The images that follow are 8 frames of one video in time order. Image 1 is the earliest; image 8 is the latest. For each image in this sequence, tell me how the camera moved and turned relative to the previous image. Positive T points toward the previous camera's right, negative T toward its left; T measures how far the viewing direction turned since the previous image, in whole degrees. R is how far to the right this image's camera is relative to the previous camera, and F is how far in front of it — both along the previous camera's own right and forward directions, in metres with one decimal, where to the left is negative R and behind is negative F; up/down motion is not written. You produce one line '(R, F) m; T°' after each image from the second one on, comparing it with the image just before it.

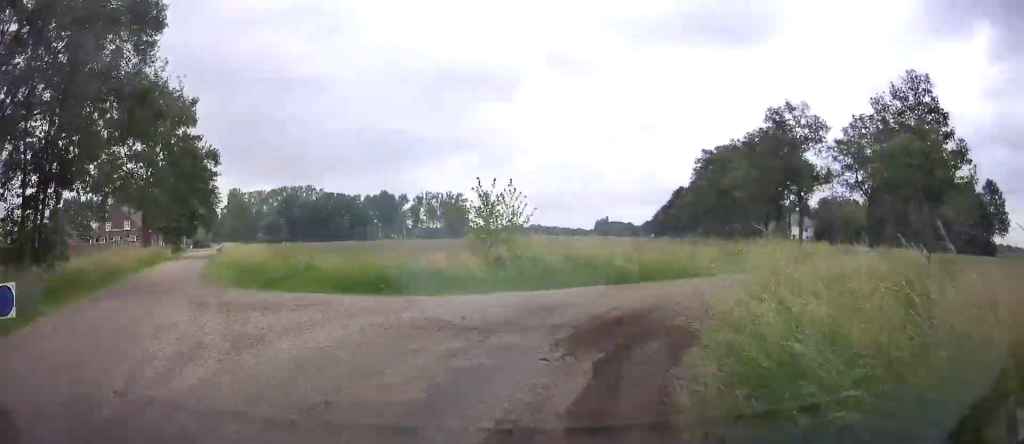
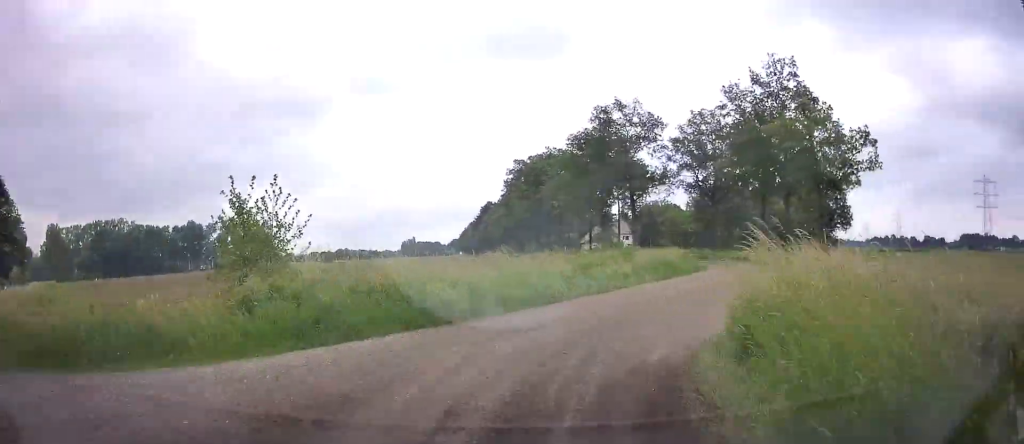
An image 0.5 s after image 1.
(+1.0, +6.6) m; +14°
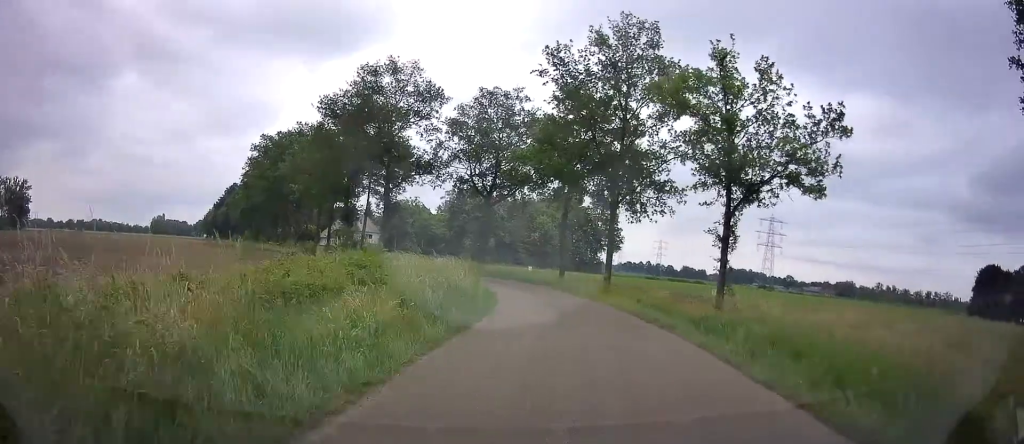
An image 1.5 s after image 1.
(+2.7, +10.9) m; +22°
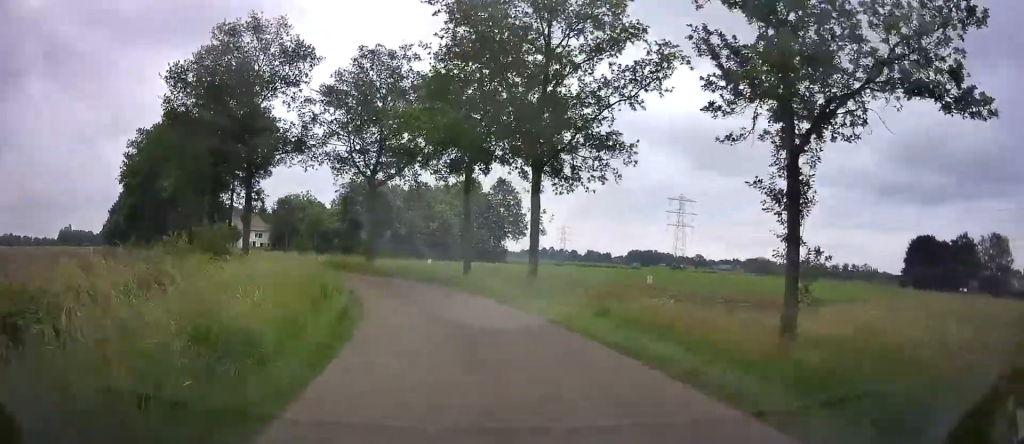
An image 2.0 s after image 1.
(+1.2, +7.2) m; +6°
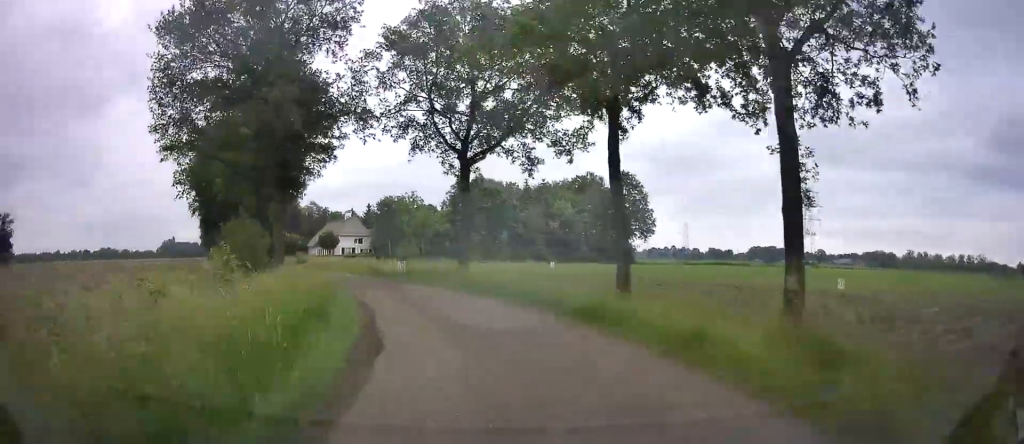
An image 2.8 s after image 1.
(+0.1, +10.6) m; -1°
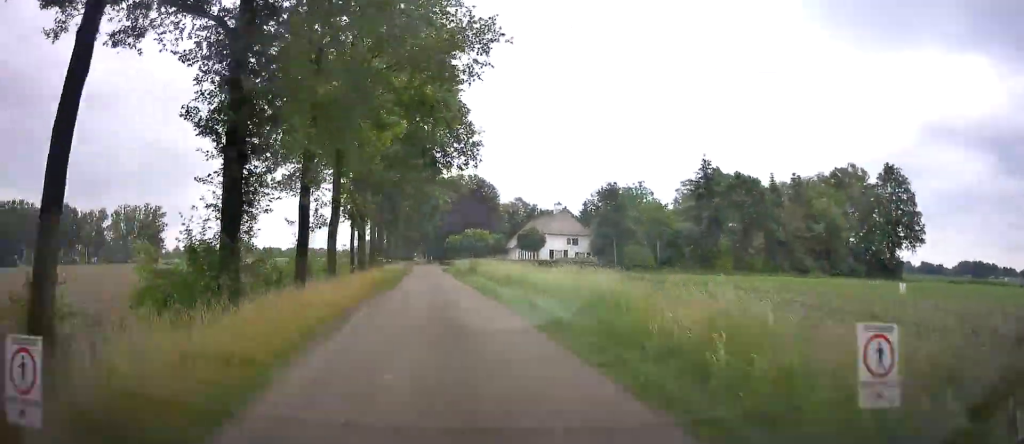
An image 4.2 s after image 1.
(-1.6, +24.6) m; -19°
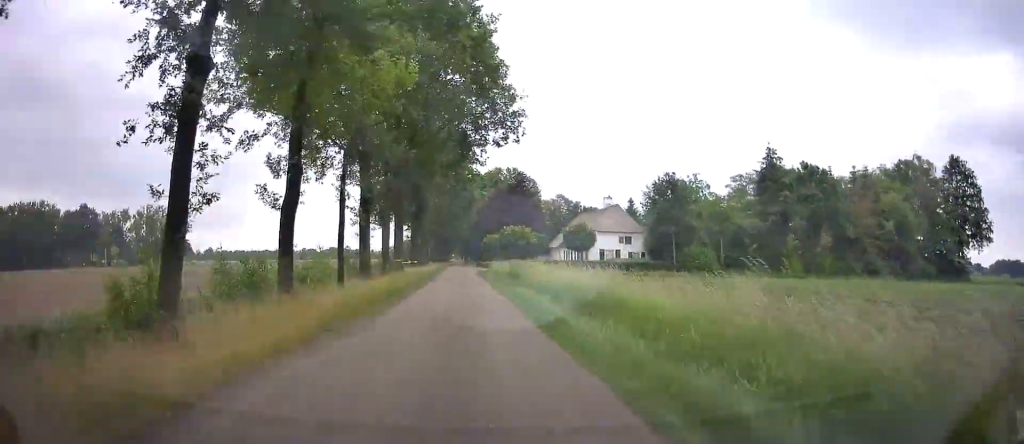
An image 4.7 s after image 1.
(-2.0, +9.7) m; -4°
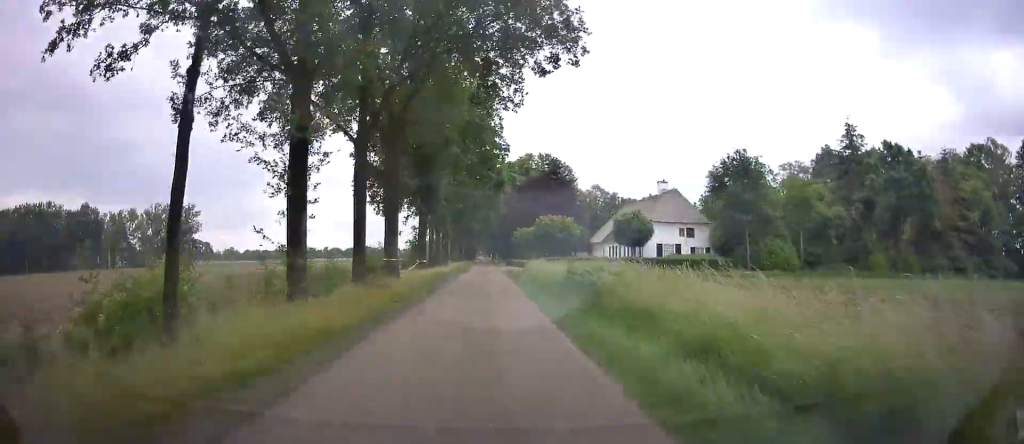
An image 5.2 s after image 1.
(-1.4, +12.1) m; -5°
